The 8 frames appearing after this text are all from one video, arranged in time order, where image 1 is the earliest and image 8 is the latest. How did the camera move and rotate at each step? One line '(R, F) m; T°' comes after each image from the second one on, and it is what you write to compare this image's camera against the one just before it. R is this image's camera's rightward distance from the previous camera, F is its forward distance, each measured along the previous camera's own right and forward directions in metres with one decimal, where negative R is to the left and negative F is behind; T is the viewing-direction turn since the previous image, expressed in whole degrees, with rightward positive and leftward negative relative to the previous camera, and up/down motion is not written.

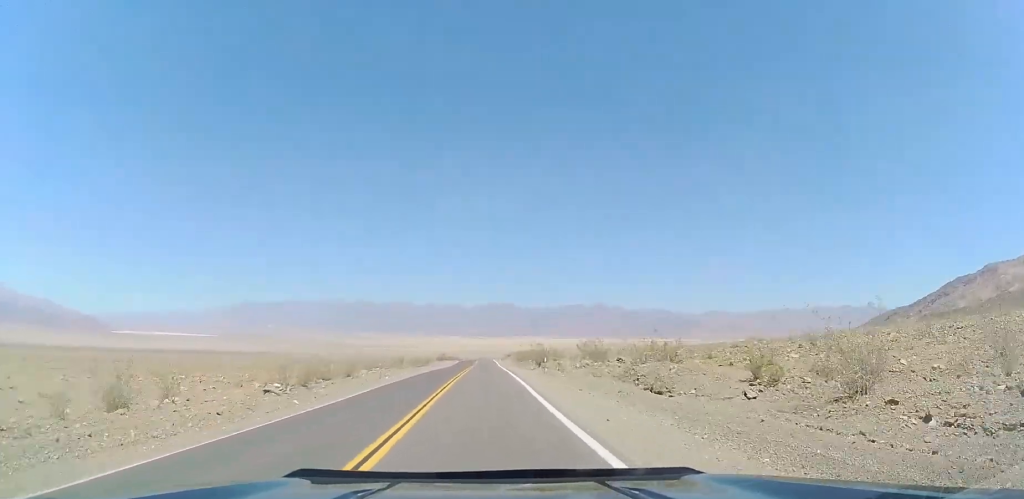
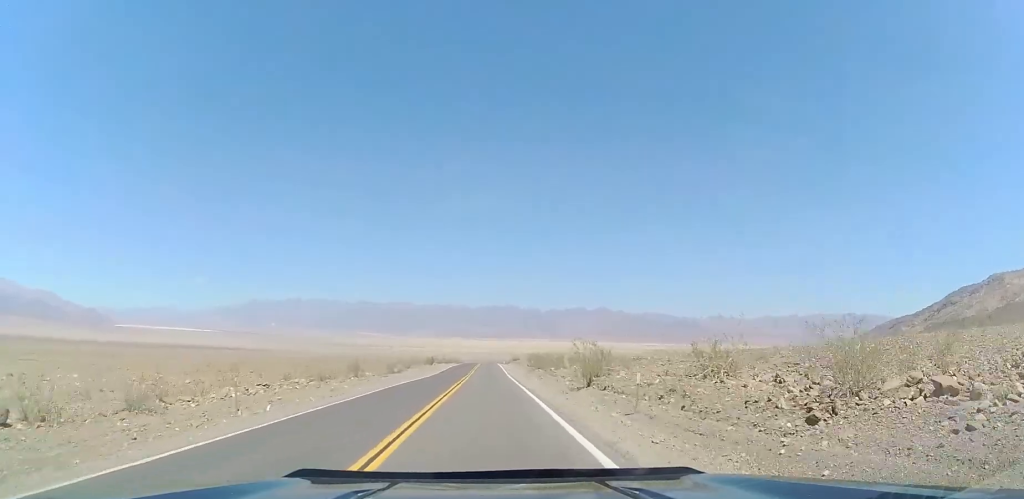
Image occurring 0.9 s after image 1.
(+0.2, +25.4) m; 0°
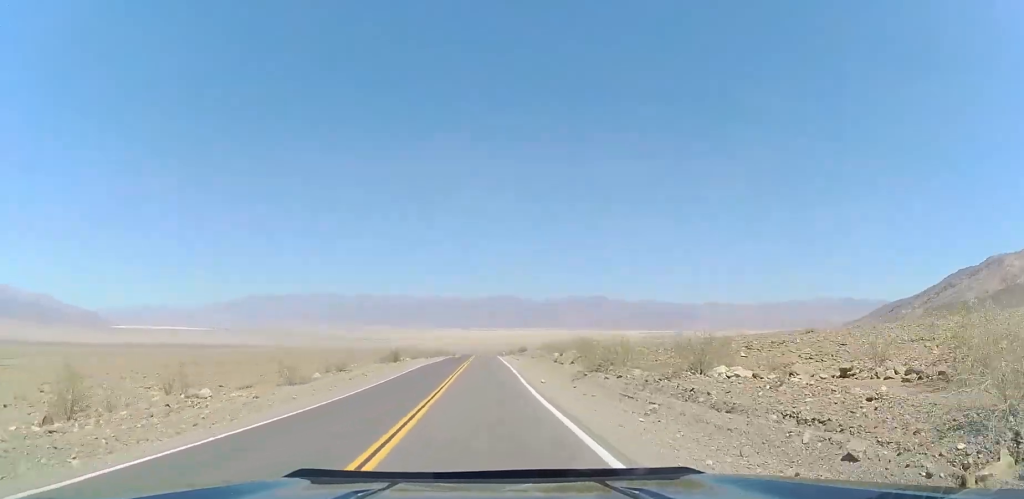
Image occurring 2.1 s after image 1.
(-0.1, +31.7) m; 0°
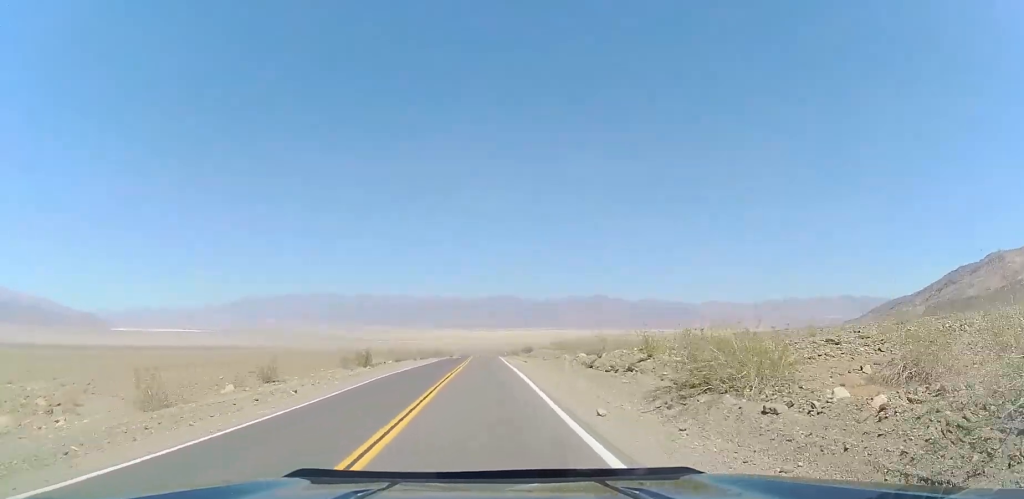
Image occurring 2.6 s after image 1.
(-0.3, +13.6) m; 0°
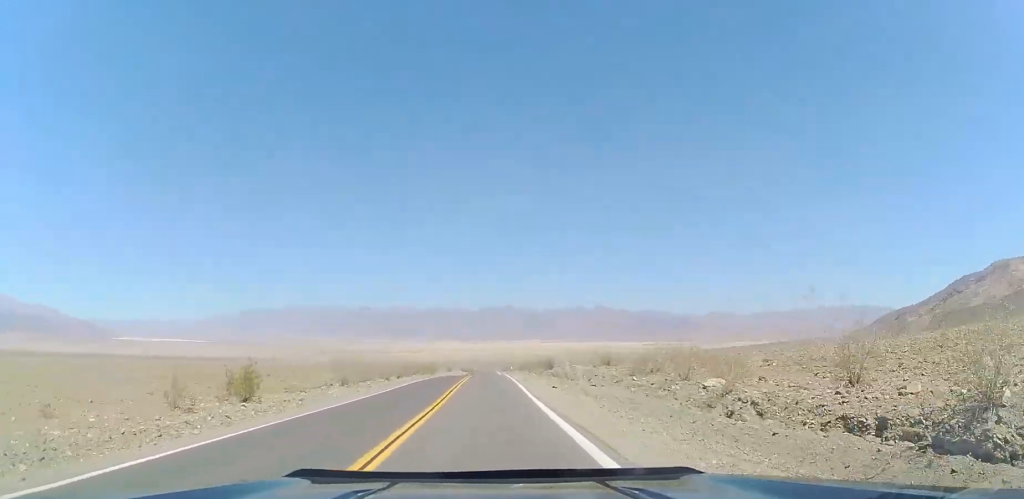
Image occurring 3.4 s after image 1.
(+0.6, +21.8) m; +1°
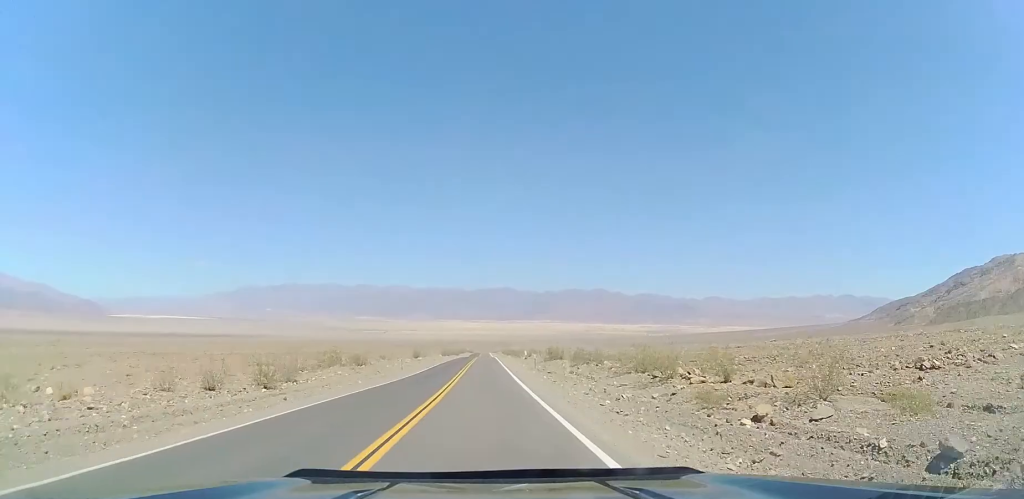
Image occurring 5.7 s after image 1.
(-1.9, +63.3) m; -2°
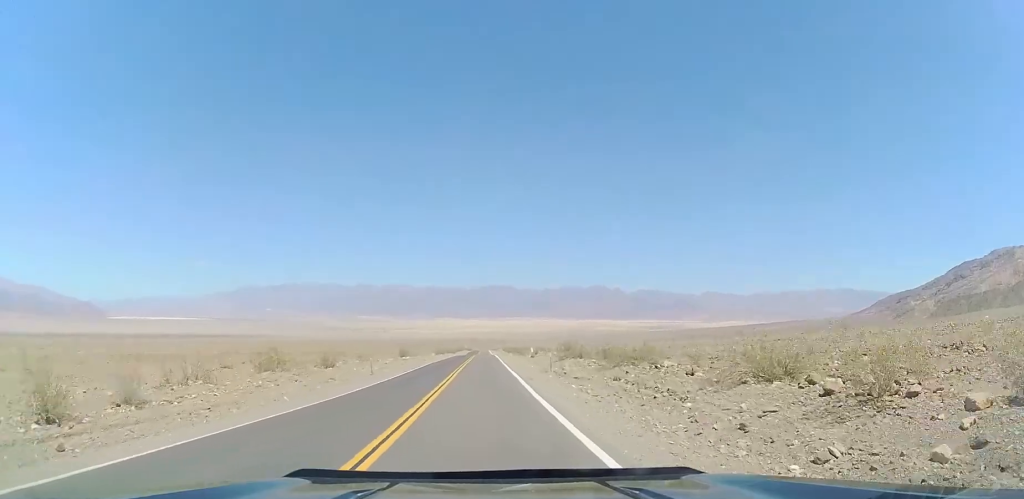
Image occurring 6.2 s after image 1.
(+0.1, +13.0) m; +1°
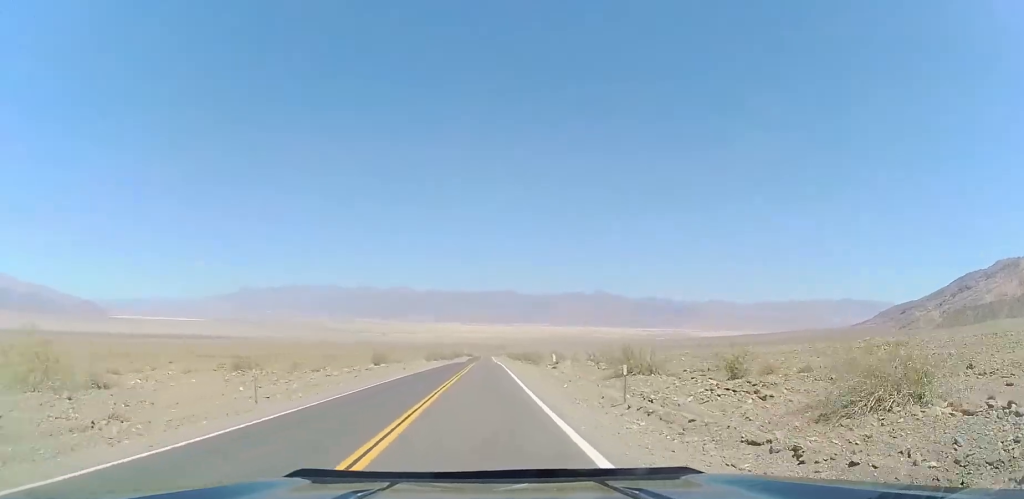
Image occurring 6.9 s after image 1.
(+0.3, +19.5) m; +1°
